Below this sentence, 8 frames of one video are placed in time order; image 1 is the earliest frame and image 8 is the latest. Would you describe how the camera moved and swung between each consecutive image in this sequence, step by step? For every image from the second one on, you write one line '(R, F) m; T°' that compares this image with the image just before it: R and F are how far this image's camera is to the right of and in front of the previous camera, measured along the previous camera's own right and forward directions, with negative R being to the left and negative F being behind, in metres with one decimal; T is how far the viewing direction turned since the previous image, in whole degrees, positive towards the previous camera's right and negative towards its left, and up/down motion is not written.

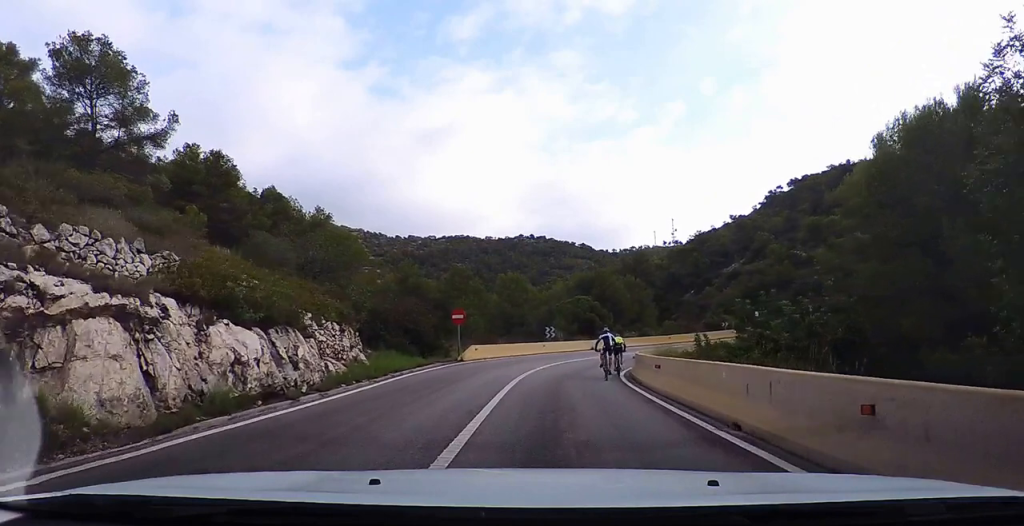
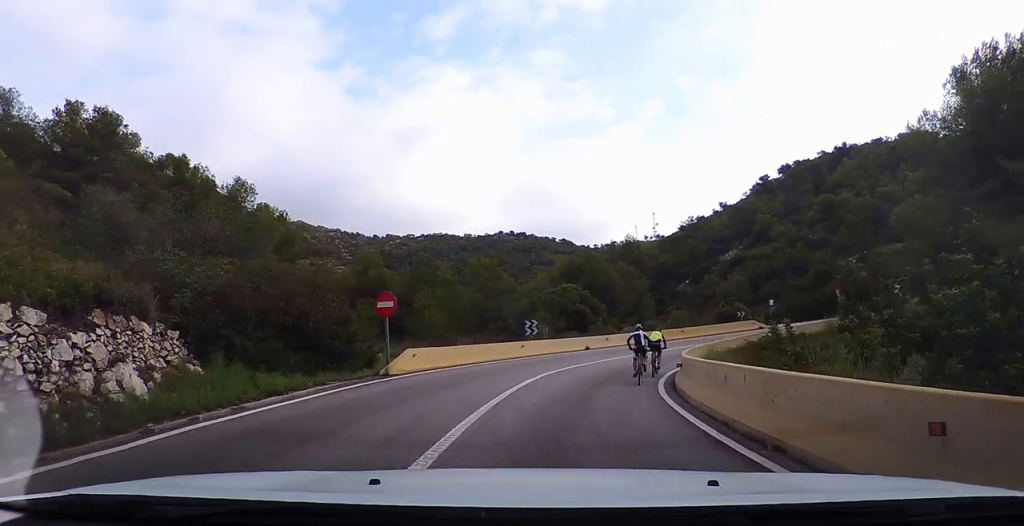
(+1.0, +8.4) m; +8°
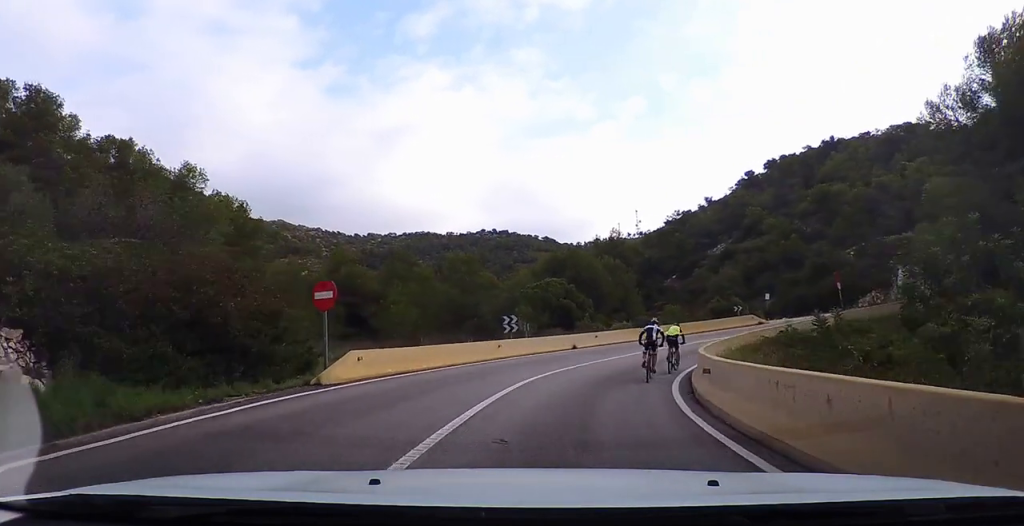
(0.0, +3.0) m; +2°
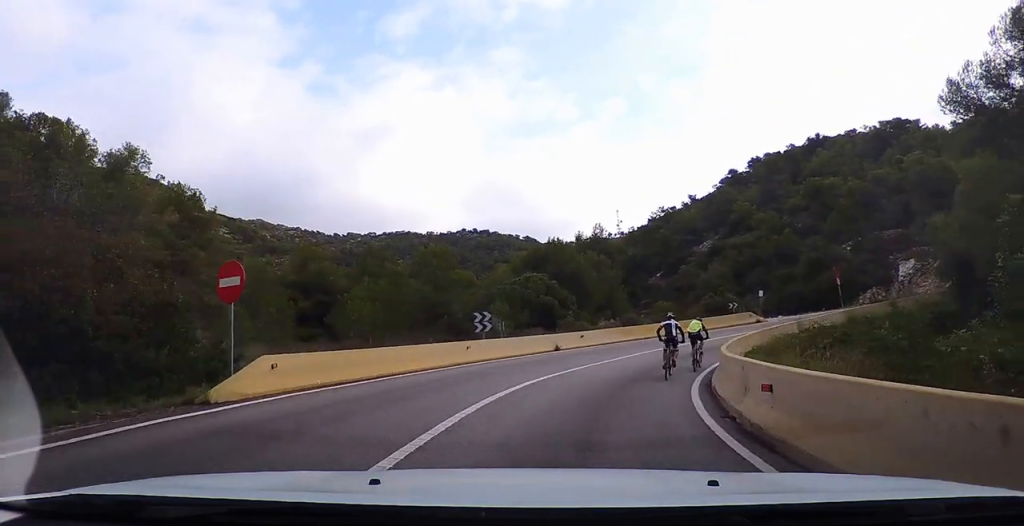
(-0.1, +3.0) m; +2°
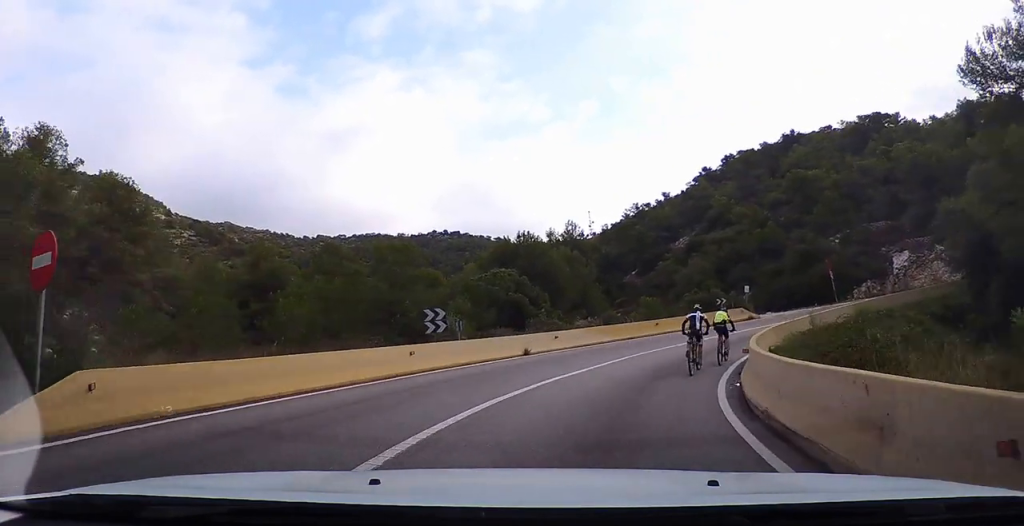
(+0.2, +3.4) m; +7°
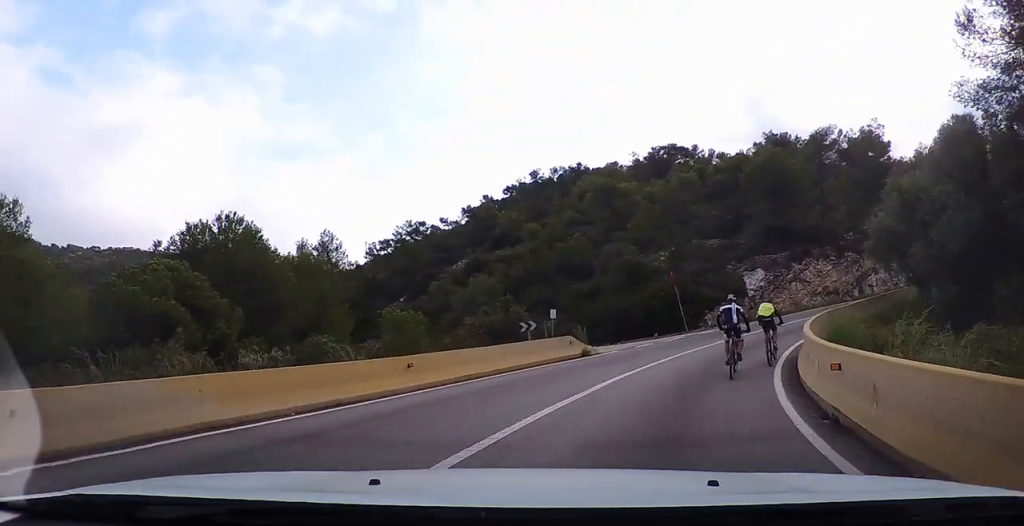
(+4.5, +12.8) m; +34°
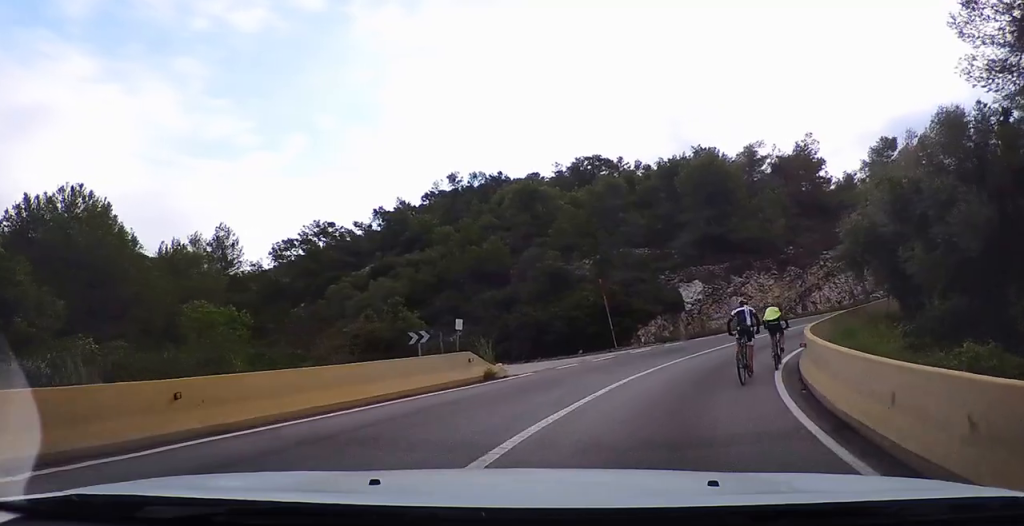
(+0.2, +4.8) m; +9°
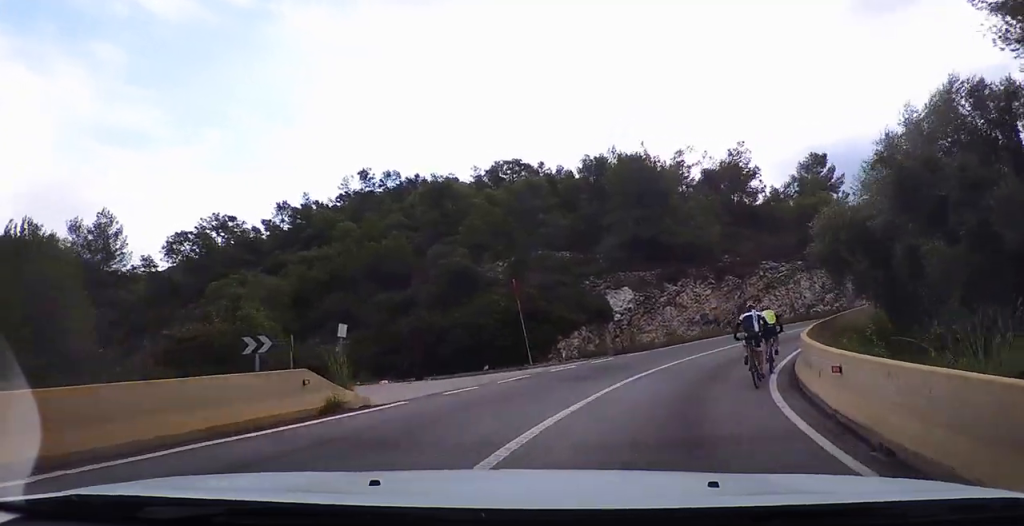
(+0.4, +4.6) m; +11°
